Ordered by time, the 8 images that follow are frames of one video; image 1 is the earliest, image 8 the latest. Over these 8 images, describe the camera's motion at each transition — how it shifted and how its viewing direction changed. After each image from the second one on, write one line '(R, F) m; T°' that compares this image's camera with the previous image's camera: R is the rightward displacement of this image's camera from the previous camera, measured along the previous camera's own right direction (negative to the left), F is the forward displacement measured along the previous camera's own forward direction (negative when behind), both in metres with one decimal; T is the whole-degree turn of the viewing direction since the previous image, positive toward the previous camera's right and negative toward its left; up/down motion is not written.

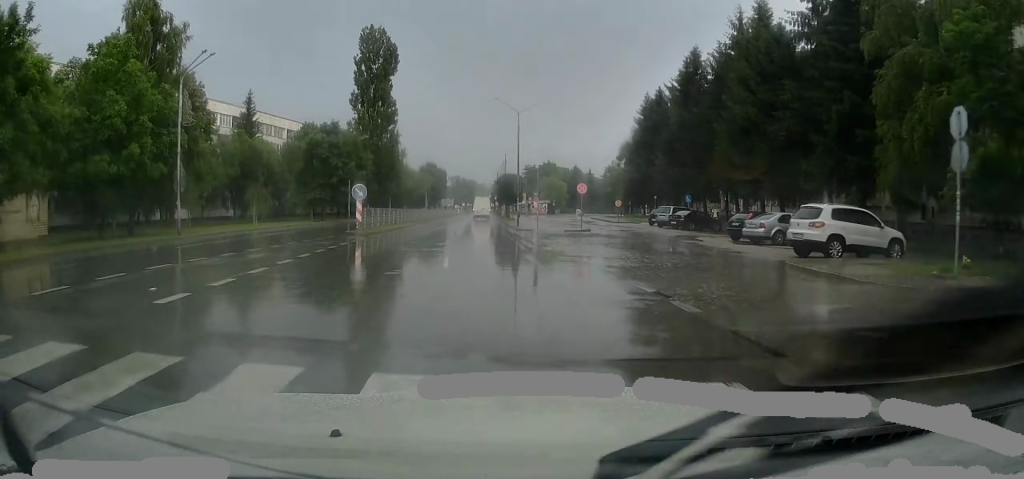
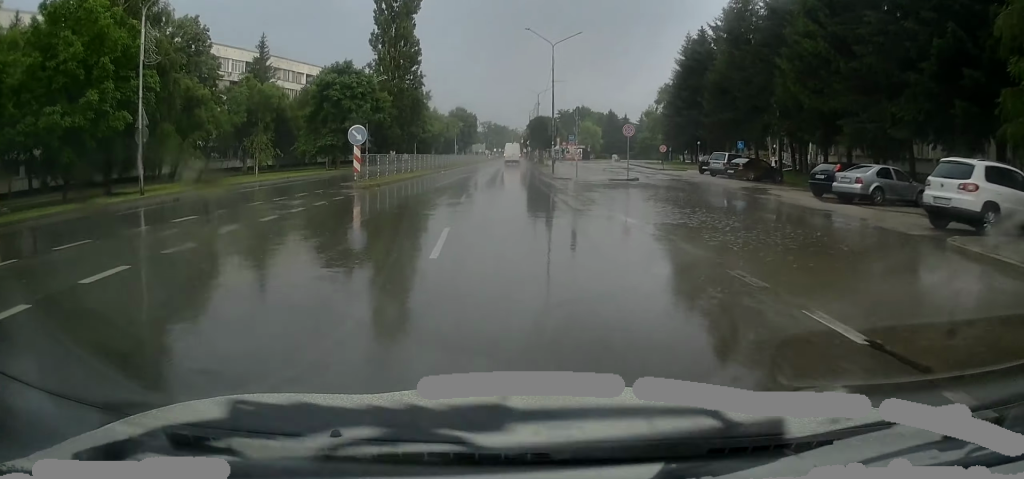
(-0.2, +6.0) m; -1°
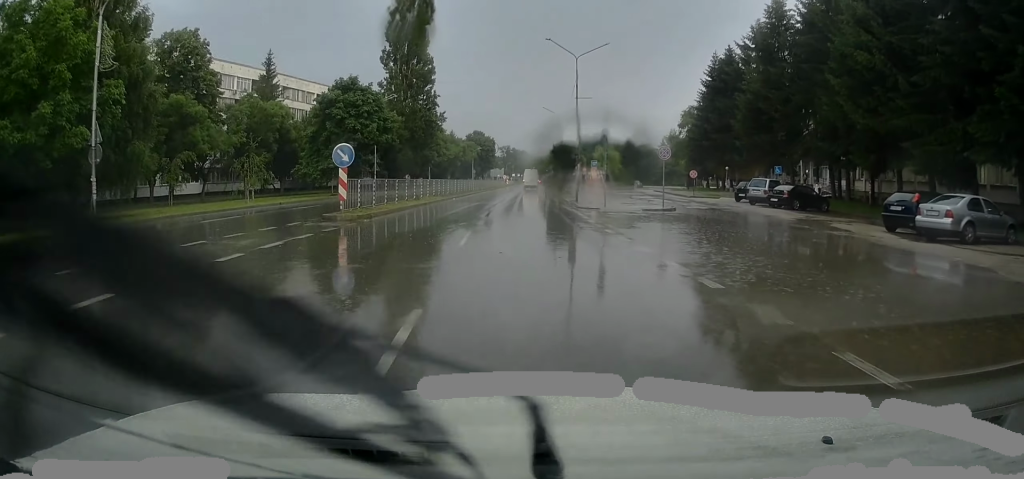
(0.0, +4.4) m; -1°
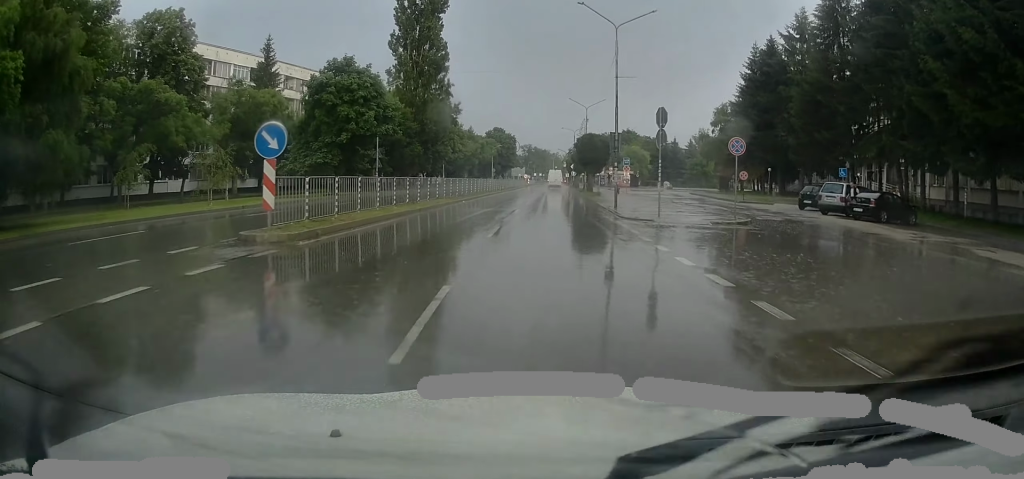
(-0.1, +7.5) m; -3°
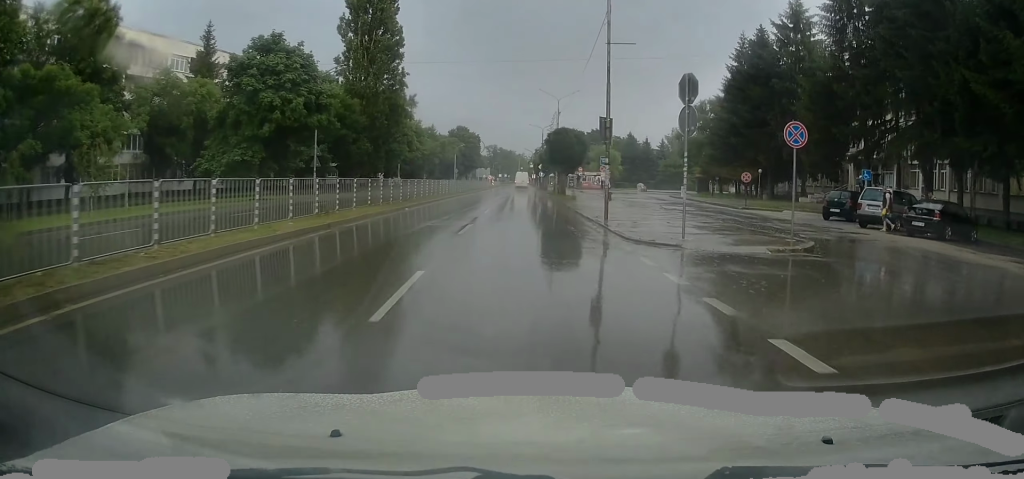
(-0.3, +7.5) m; -1°
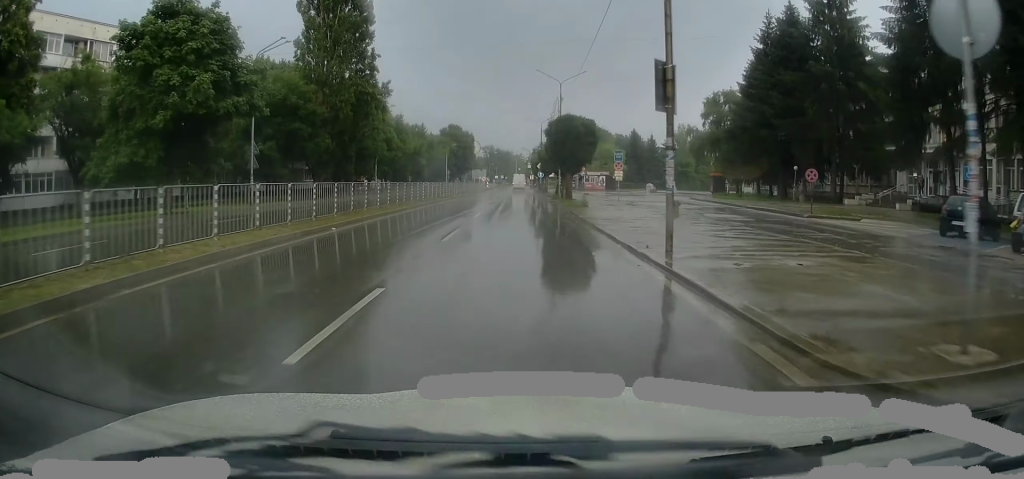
(+0.2, +9.8) m; +2°
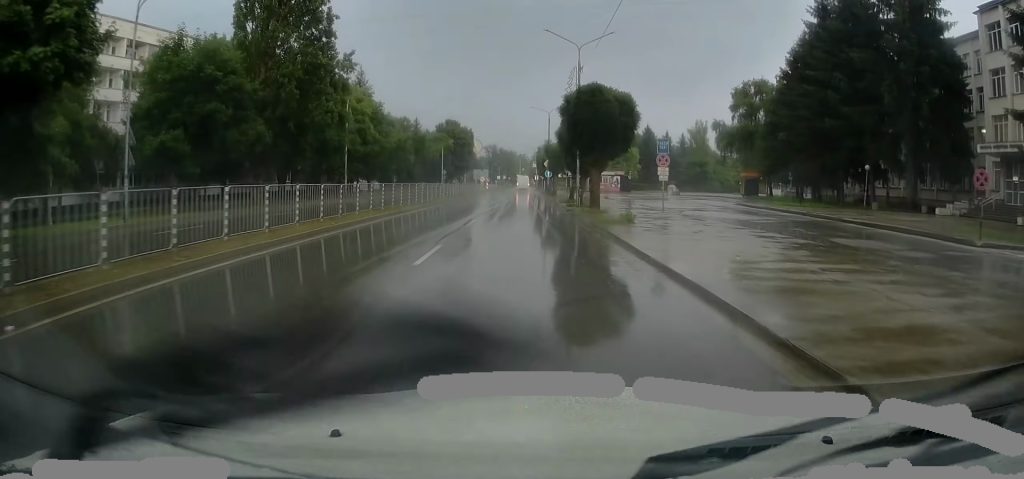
(+0.1, +11.9) m; +1°
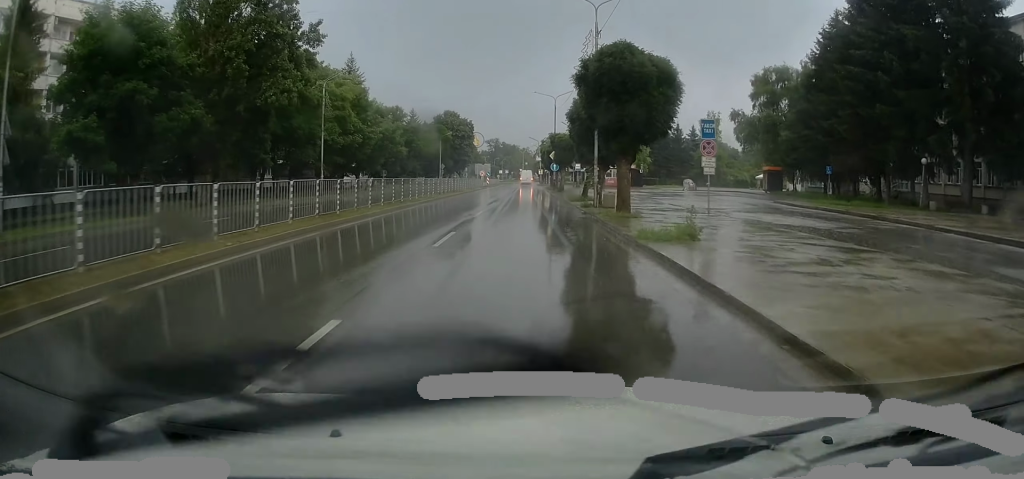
(0.0, +6.8) m; 0°
